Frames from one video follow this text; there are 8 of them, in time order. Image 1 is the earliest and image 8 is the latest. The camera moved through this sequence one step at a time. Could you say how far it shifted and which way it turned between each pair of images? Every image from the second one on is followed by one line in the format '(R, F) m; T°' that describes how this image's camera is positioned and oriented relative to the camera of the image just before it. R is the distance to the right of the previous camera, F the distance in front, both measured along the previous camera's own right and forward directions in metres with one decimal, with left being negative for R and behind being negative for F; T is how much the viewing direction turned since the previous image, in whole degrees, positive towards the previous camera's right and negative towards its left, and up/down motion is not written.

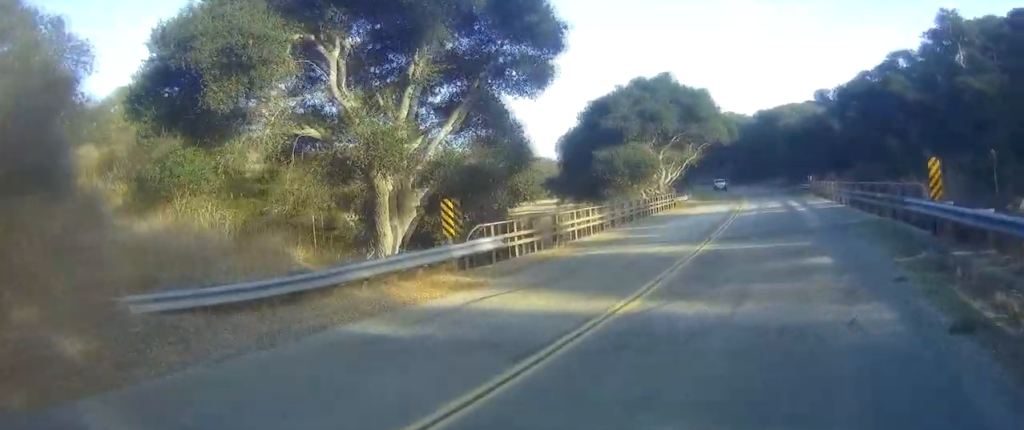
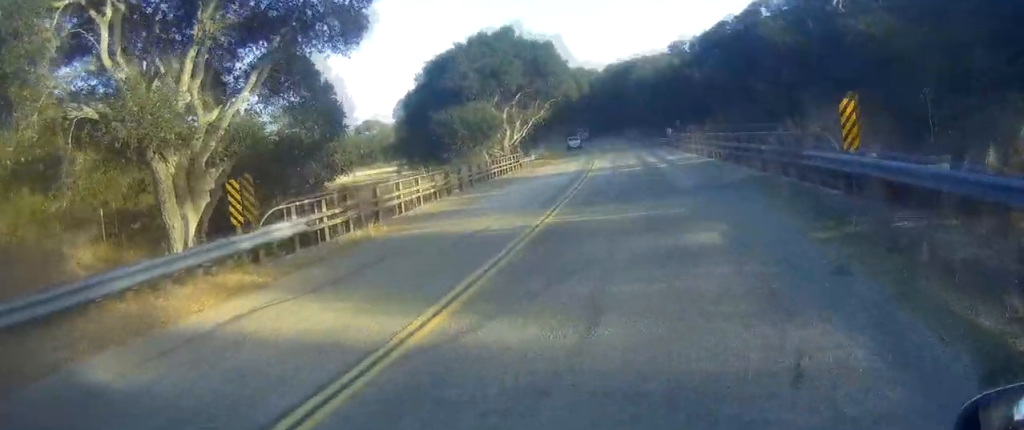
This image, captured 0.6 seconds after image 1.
(-0.2, +3.3) m; -4°
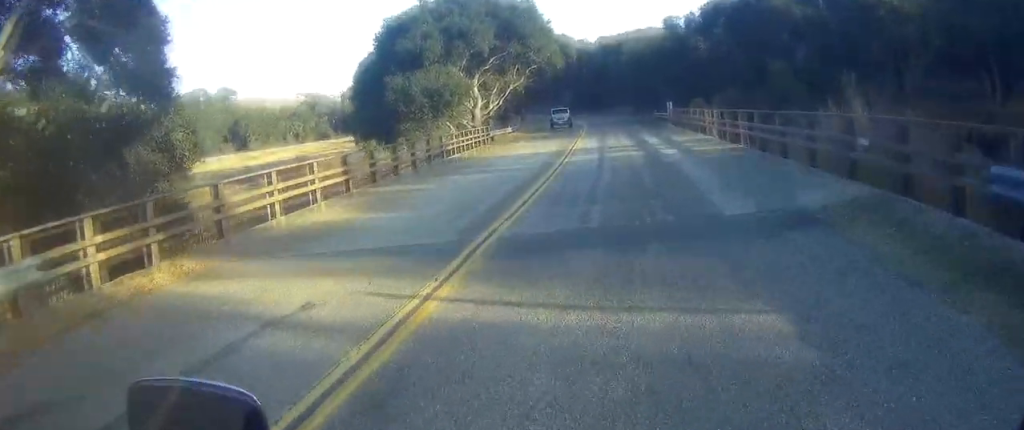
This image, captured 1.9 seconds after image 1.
(+0.1, +8.5) m; +2°
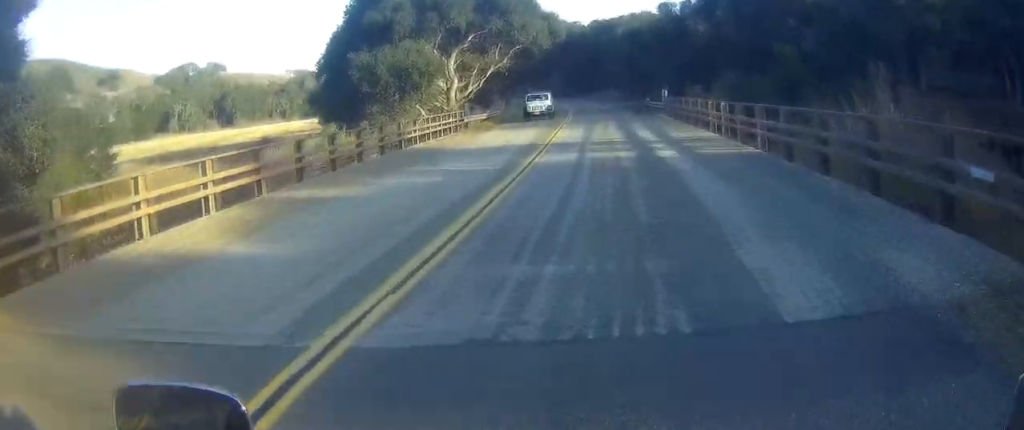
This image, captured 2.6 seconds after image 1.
(+0.1, +4.3) m; +2°
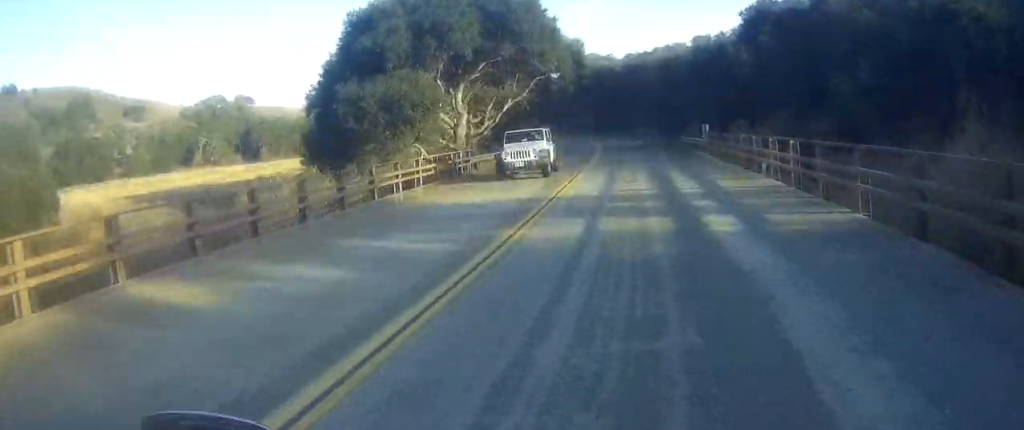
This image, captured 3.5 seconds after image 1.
(0.0, +5.9) m; +3°
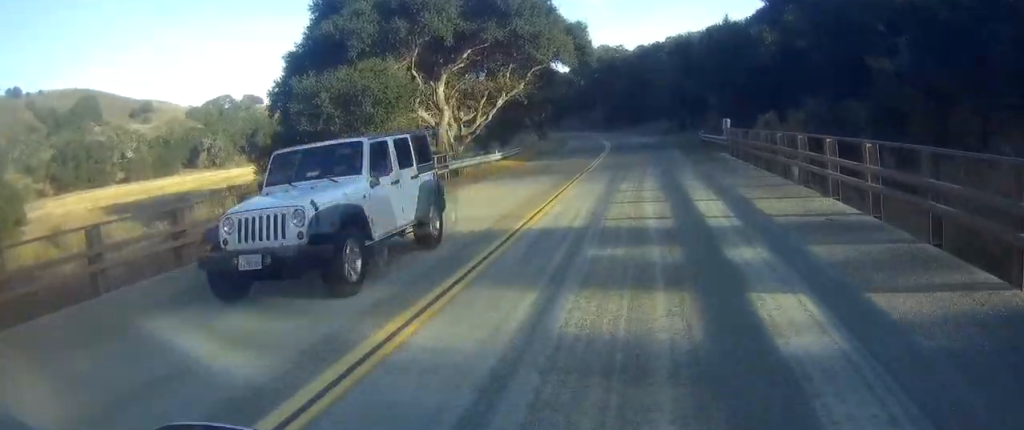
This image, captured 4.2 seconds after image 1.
(+0.3, +5.2) m; +5°
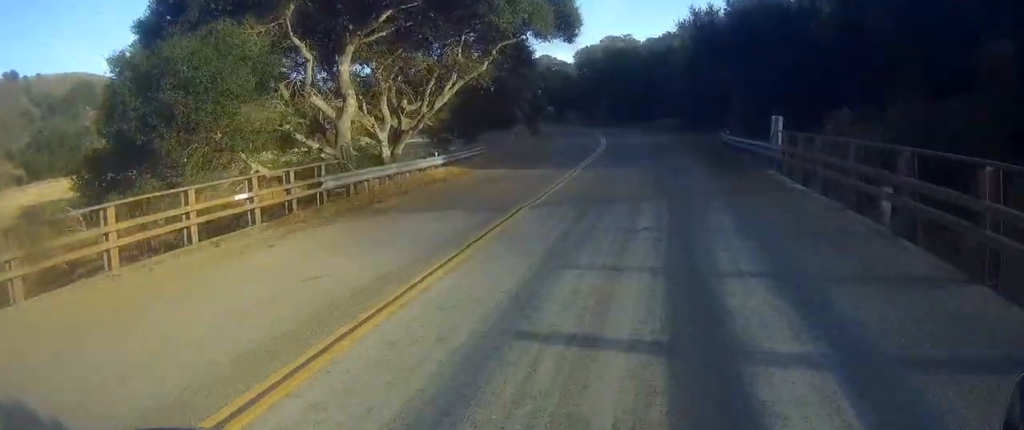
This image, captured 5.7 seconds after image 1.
(+1.0, +11.3) m; +7°
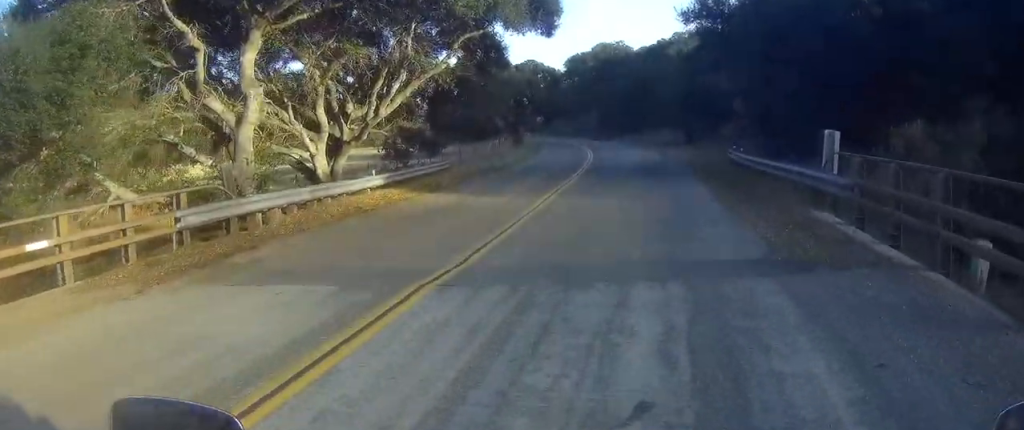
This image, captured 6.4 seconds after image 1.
(+0.4, +5.9) m; -3°
